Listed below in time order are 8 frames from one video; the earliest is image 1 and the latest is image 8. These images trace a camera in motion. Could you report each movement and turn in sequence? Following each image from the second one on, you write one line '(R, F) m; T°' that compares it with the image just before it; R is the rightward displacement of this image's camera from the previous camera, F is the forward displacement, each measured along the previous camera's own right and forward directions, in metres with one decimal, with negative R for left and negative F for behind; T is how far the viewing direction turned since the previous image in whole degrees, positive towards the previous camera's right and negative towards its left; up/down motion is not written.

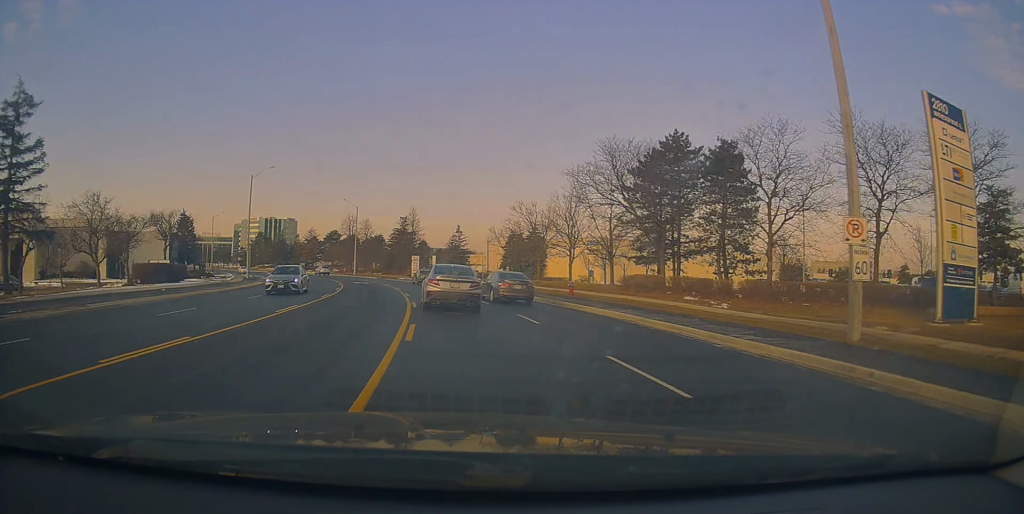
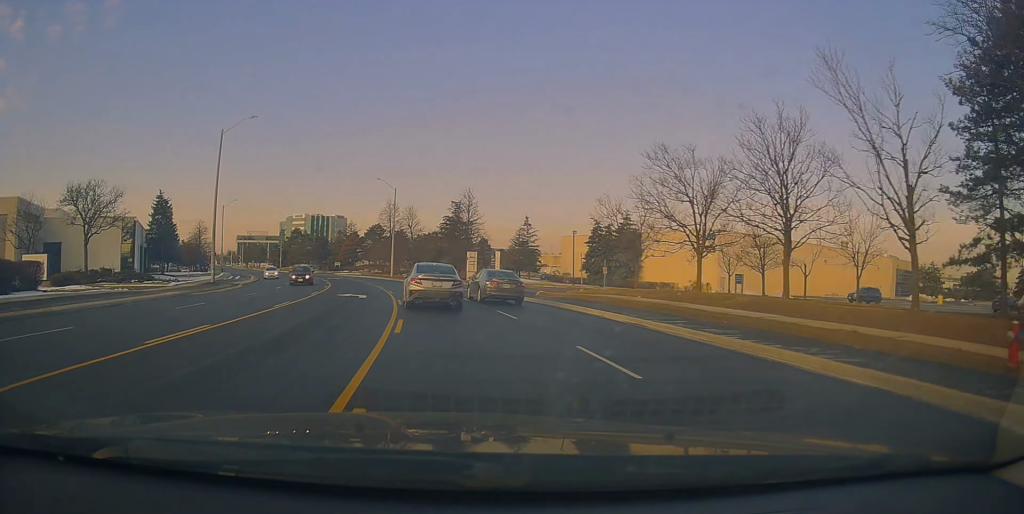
(-0.6, +26.2) m; -5°
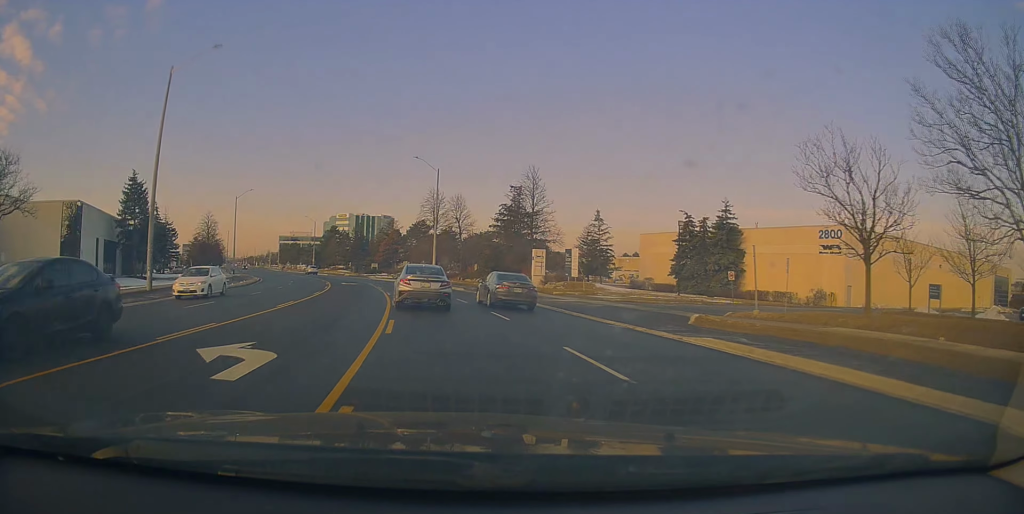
(-0.7, +17.9) m; -6°
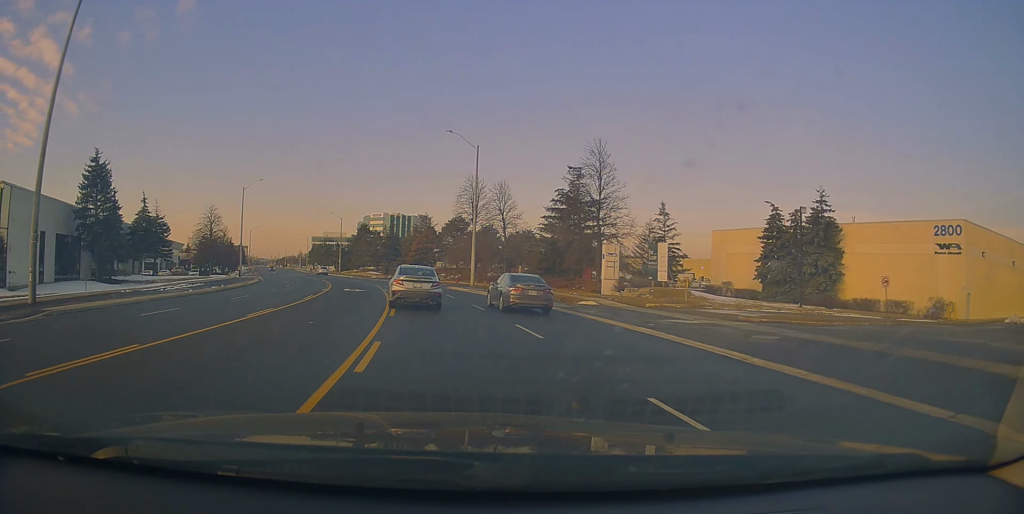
(-0.7, +13.2) m; -4°
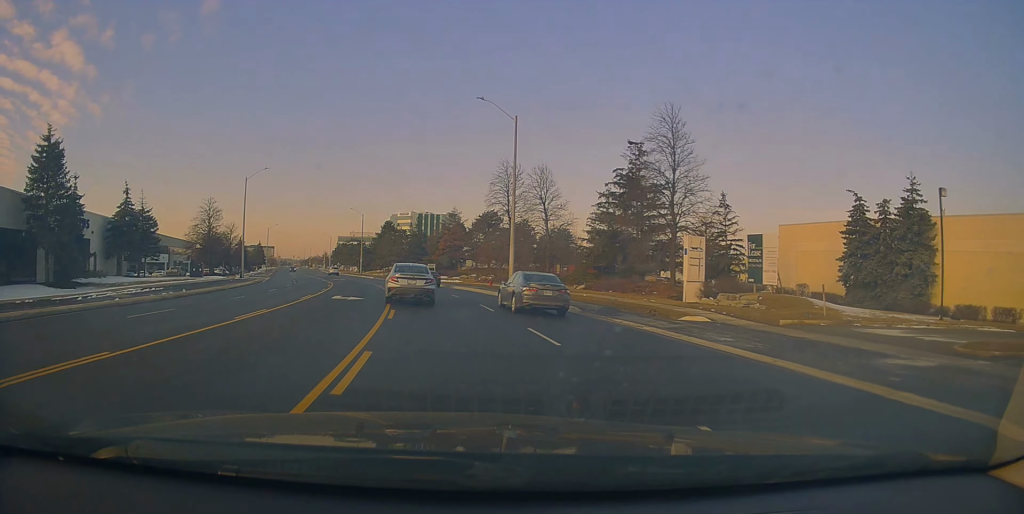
(-0.3, +10.3) m; -3°
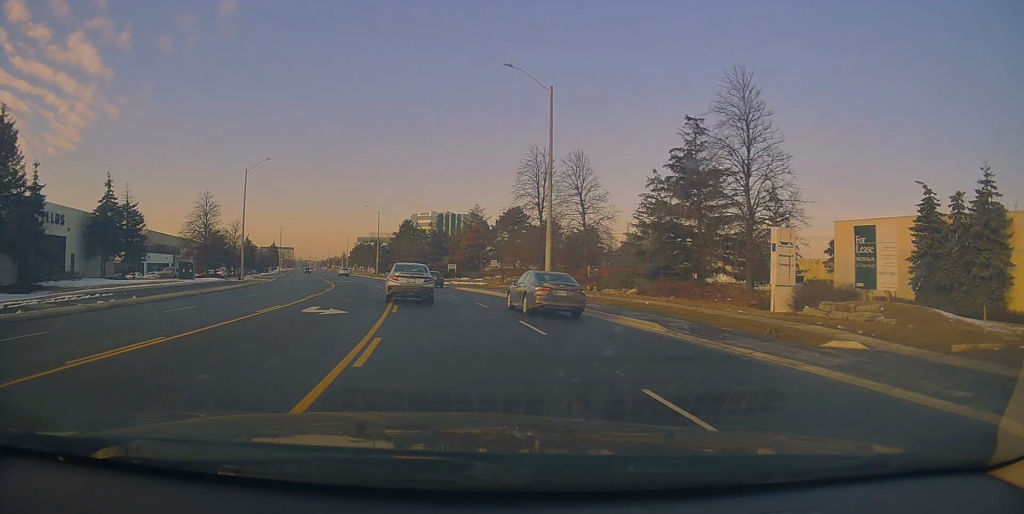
(0.0, +7.2) m; -2°
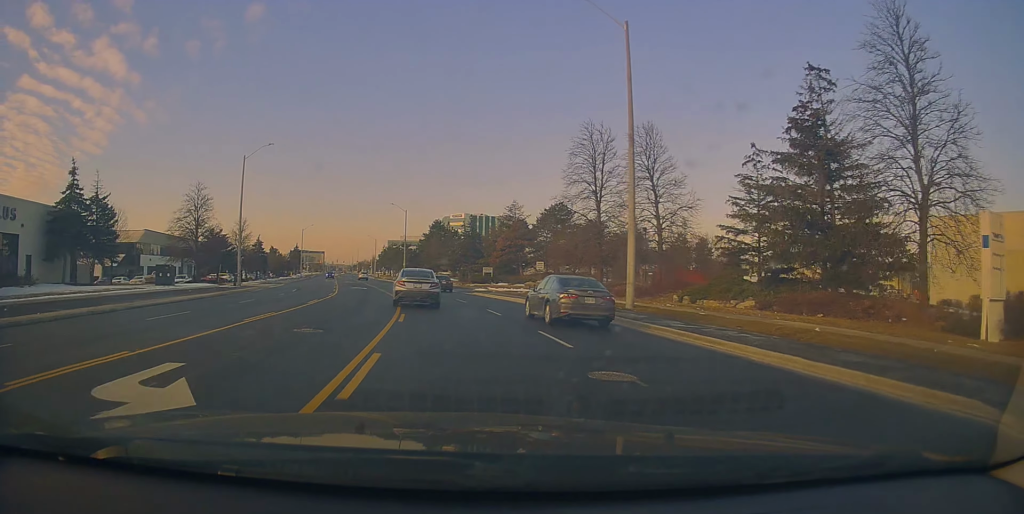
(-0.4, +10.5) m; -4°
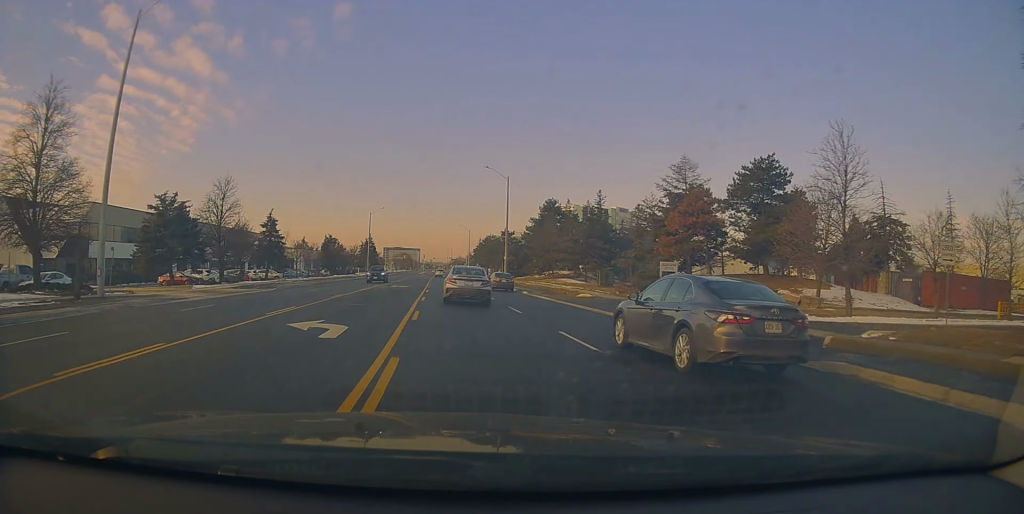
(-3.9, +36.0) m; -9°
